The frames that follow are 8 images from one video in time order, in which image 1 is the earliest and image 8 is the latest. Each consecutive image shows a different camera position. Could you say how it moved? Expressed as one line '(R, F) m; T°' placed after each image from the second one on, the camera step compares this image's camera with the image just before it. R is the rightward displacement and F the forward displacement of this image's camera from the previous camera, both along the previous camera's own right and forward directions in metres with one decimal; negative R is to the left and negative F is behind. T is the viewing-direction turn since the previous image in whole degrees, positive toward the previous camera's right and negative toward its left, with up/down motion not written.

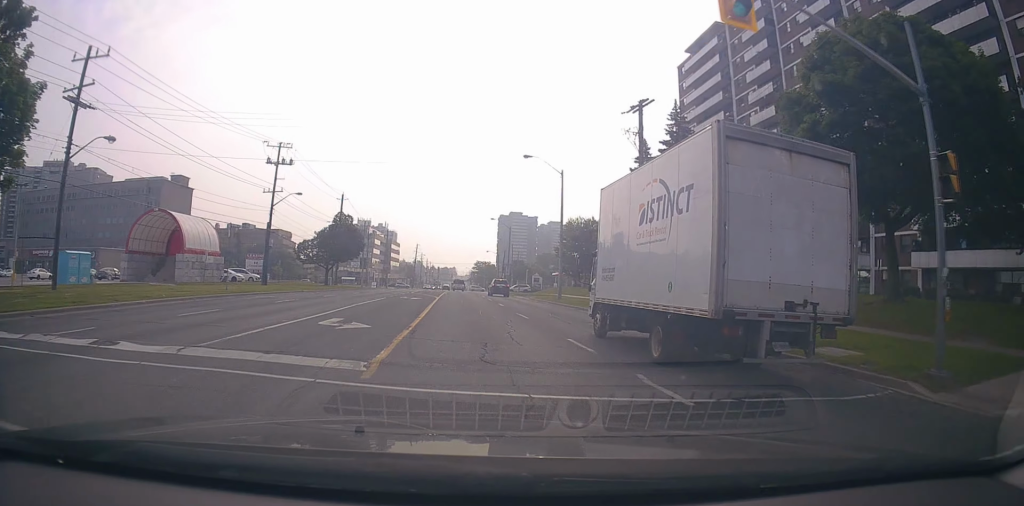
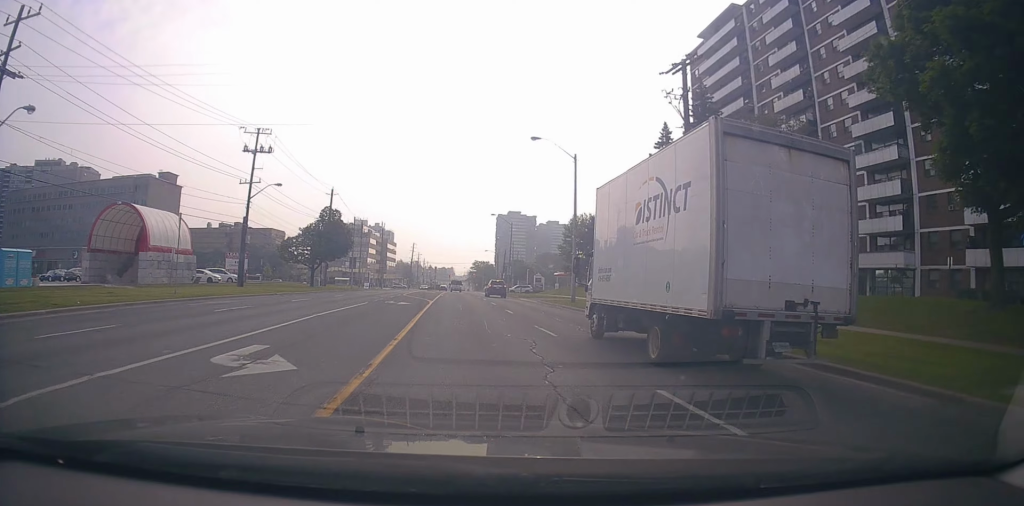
(-0.3, +6.1) m; 0°
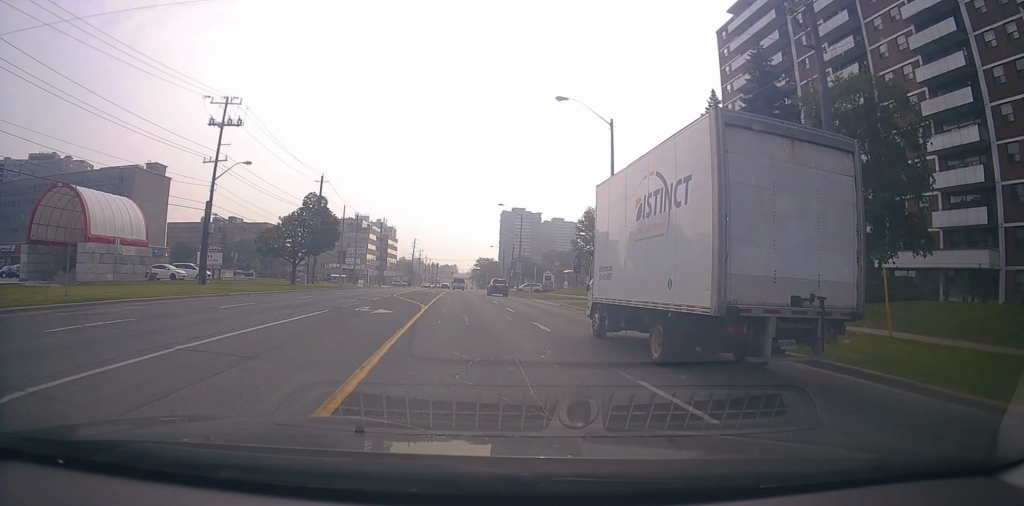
(0.0, +8.9) m; +1°
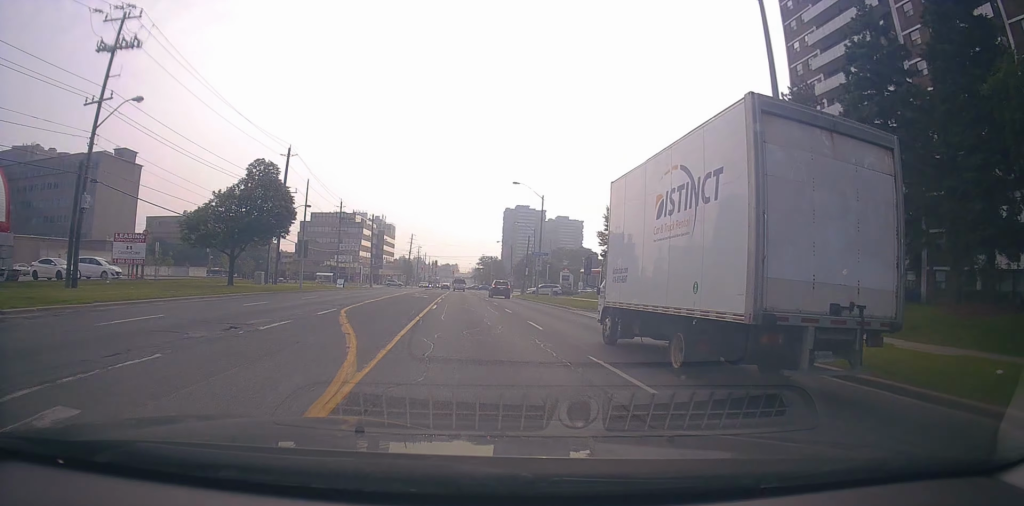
(+0.5, +16.7) m; -1°
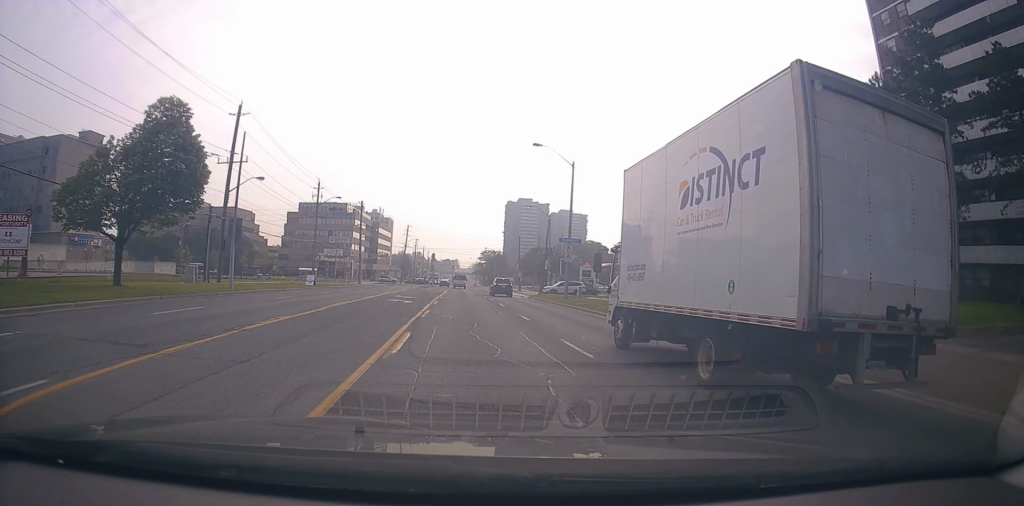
(-0.6, +15.0) m; -1°
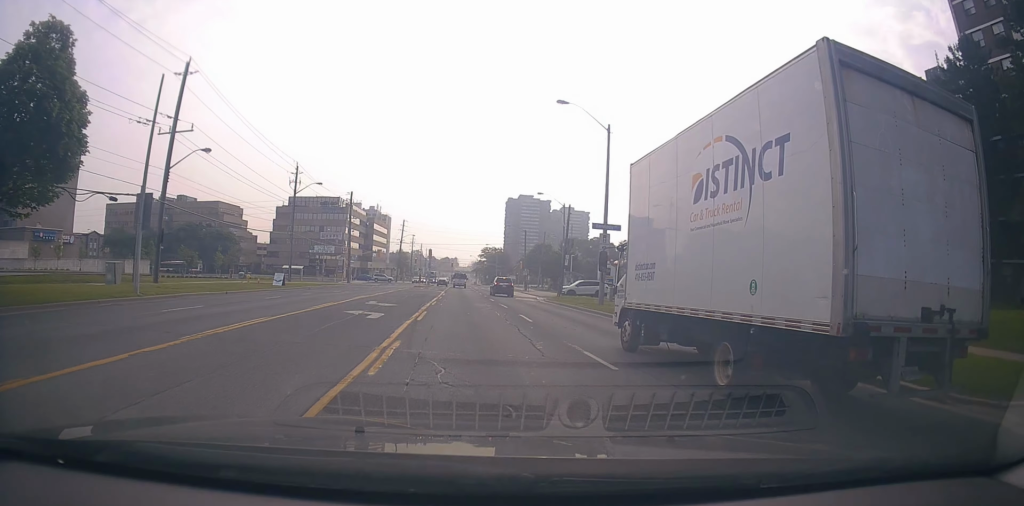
(+0.4, +10.5) m; +4°
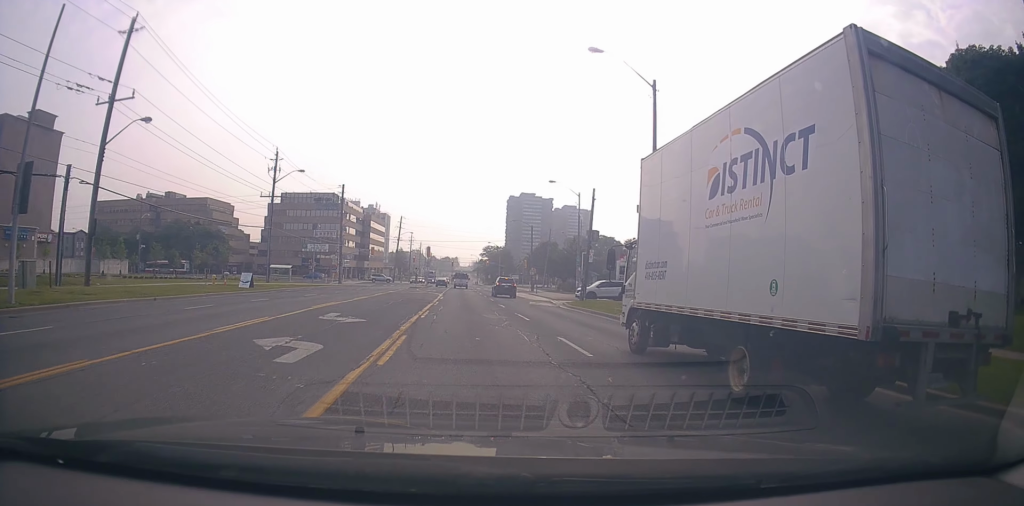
(+0.3, +7.9) m; 0°
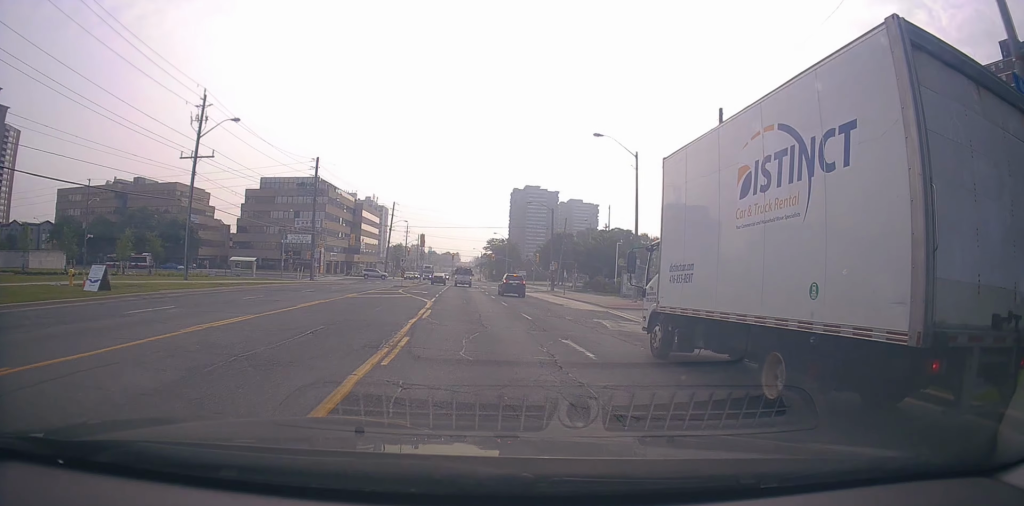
(-1.0, +18.7) m; -6°
